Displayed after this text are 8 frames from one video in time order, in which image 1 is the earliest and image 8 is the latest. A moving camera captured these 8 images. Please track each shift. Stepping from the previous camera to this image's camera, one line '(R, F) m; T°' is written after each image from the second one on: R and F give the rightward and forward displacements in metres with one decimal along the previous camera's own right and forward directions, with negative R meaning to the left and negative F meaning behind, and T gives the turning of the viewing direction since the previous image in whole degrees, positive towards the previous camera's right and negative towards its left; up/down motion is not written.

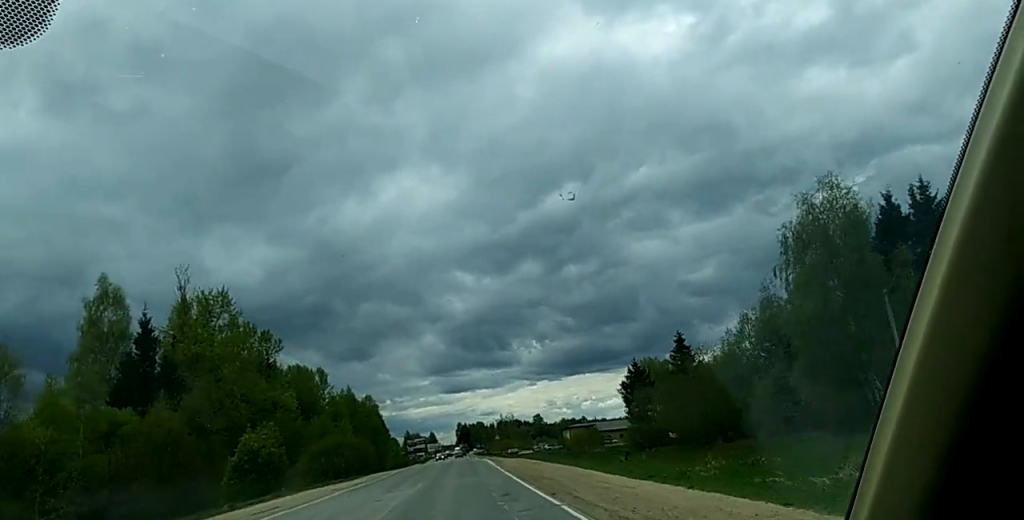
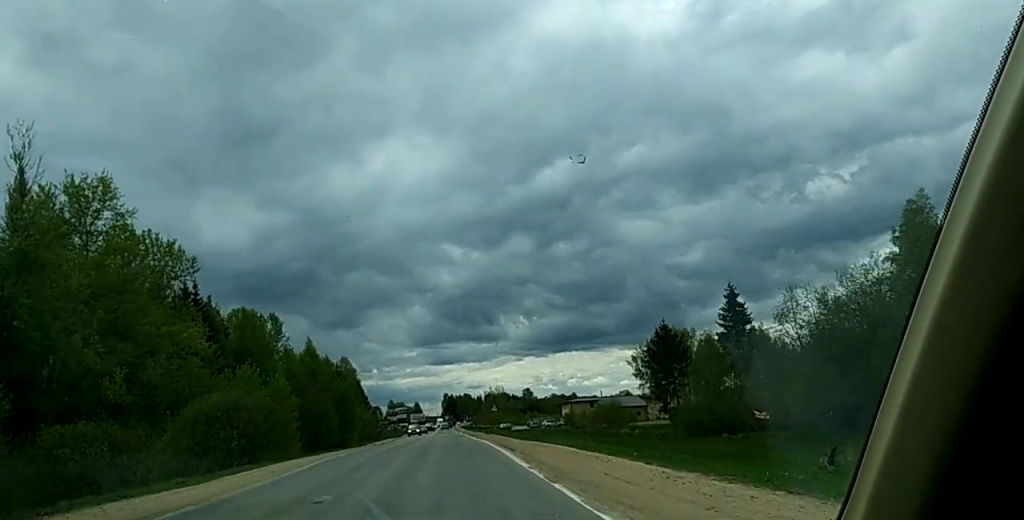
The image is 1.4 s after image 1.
(+0.3, +30.8) m; +1°
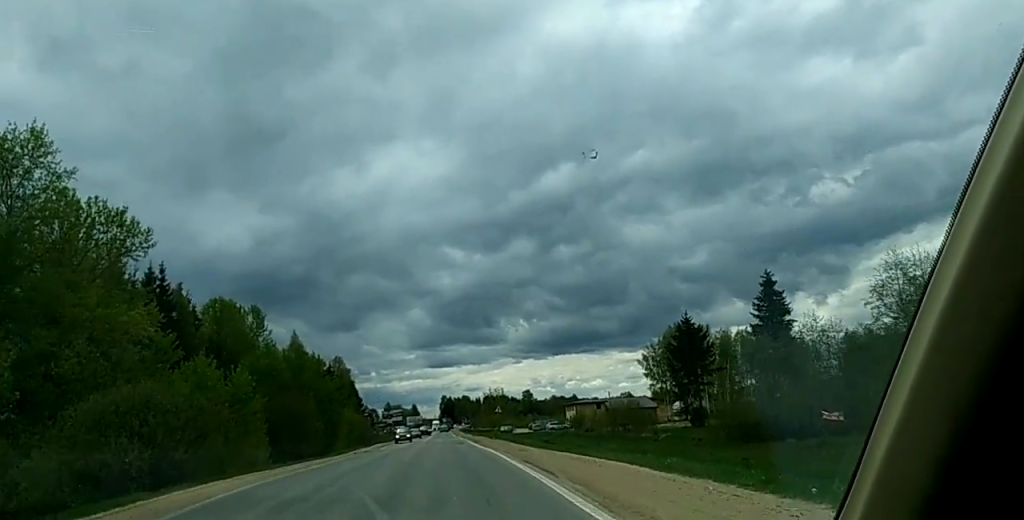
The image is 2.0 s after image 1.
(0.0, +11.2) m; 0°
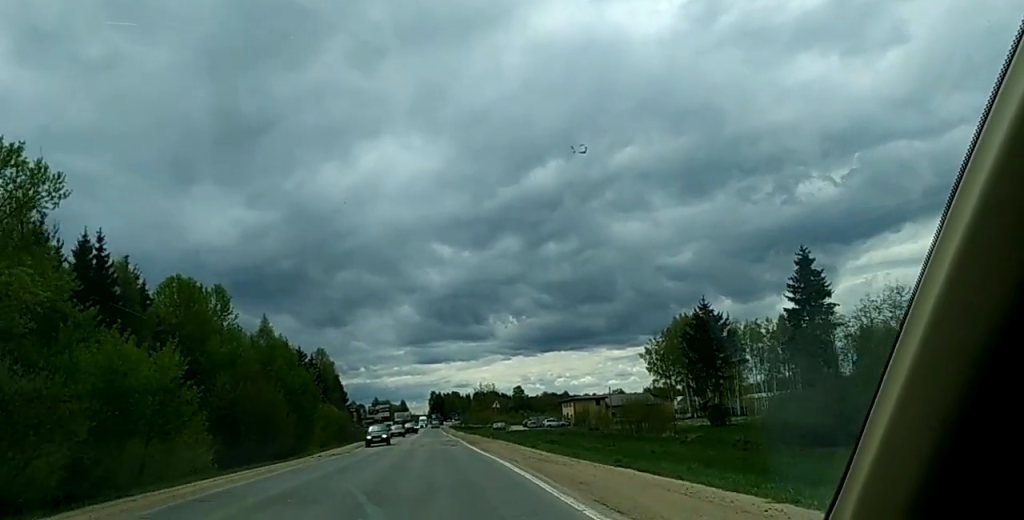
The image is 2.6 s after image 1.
(0.0, +13.0) m; -1°
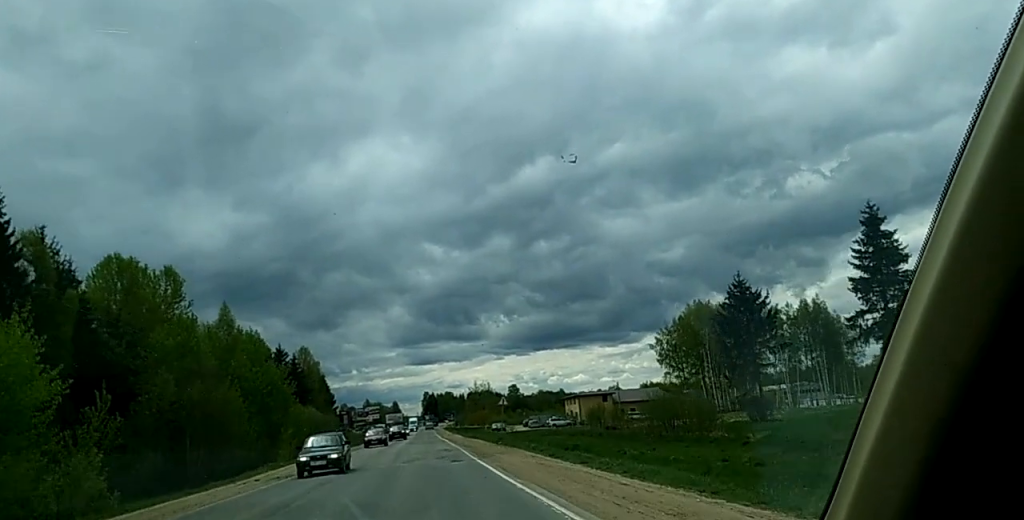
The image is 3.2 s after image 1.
(0.0, +14.7) m; -1°
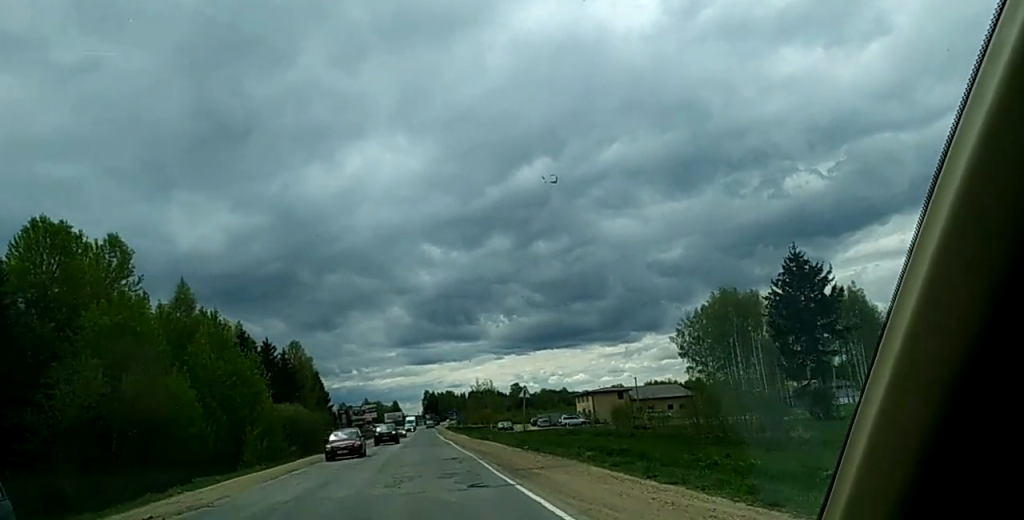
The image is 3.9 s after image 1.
(-0.4, +13.9) m; 0°
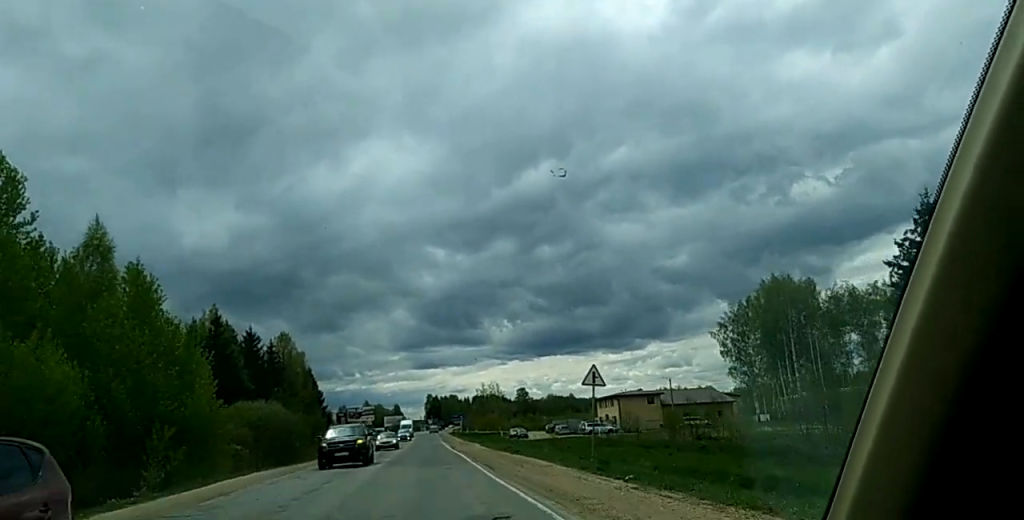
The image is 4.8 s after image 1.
(+0.3, +19.2) m; +1°
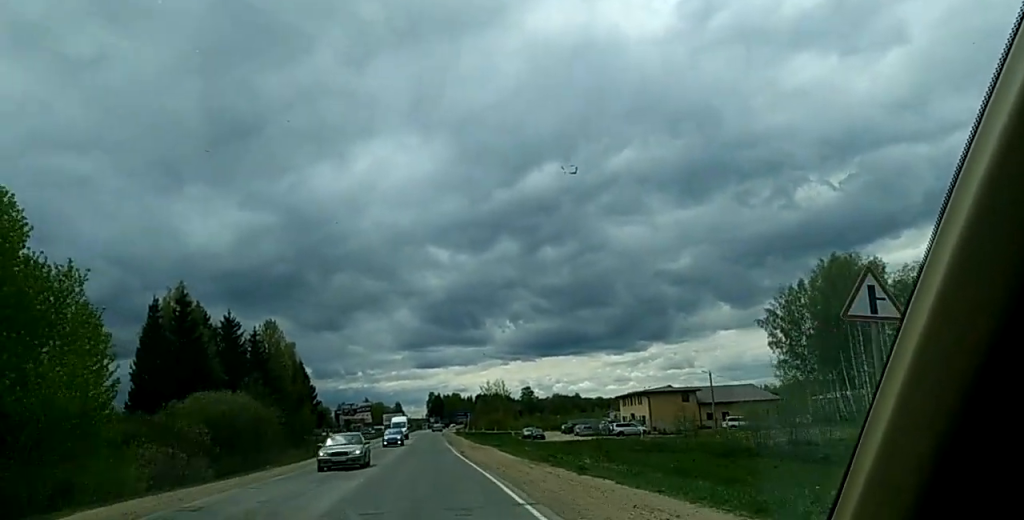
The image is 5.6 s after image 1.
(0.0, +18.4) m; +1°
